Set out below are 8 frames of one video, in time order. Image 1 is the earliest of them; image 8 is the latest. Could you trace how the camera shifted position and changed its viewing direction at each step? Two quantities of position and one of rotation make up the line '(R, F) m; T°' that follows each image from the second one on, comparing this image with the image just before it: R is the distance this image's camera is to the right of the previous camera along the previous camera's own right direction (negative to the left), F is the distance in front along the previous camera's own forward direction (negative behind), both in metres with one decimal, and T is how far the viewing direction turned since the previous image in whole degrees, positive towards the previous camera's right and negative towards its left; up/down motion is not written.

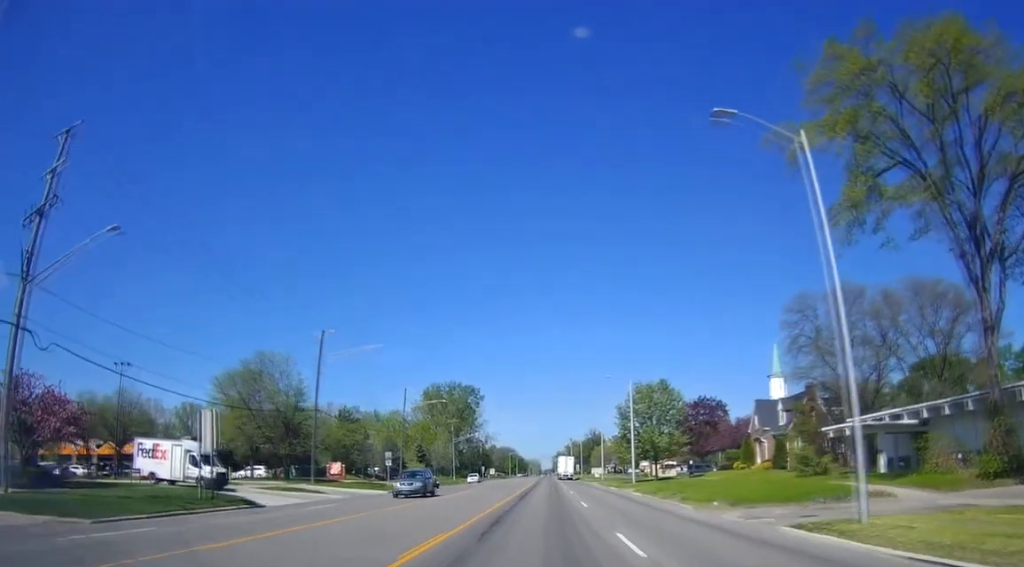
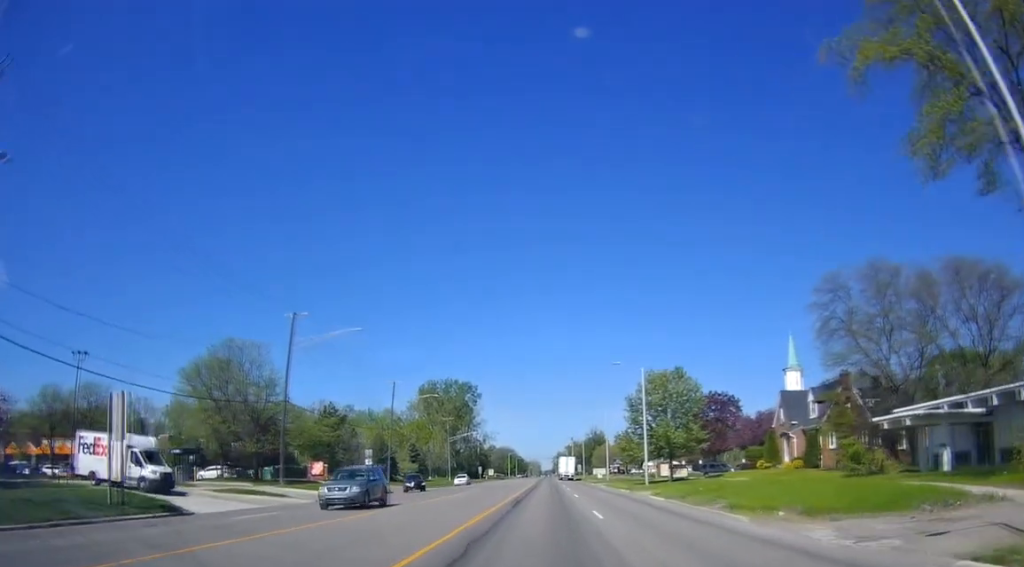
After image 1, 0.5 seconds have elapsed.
(-0.1, +7.8) m; -1°
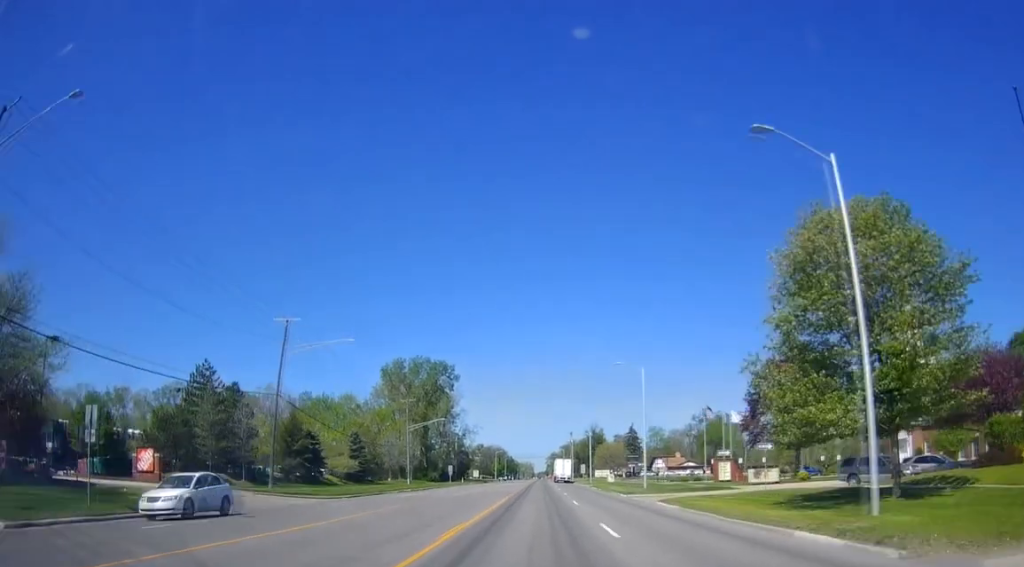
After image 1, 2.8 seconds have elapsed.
(0.0, +37.4) m; 0°
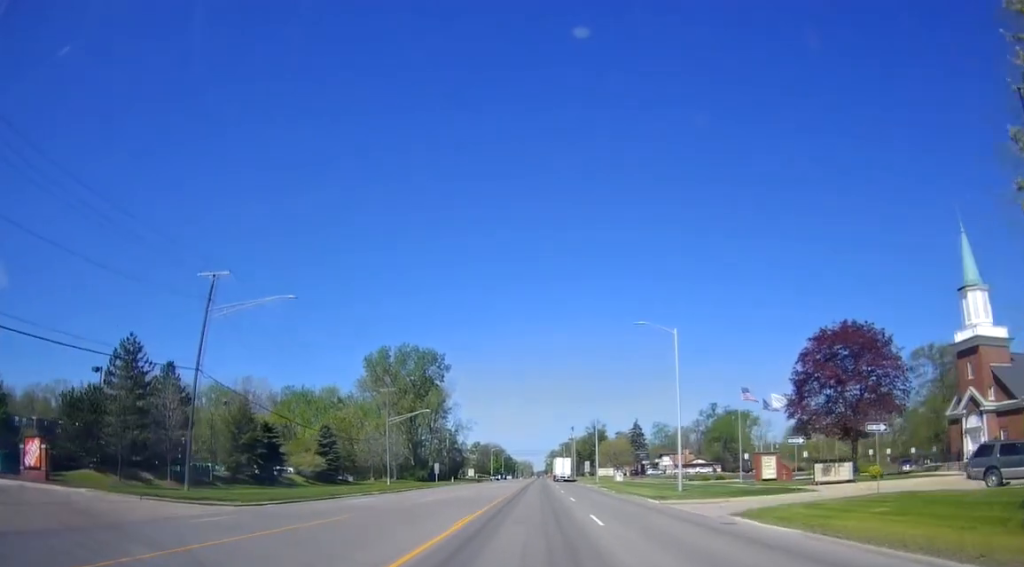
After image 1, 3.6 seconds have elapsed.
(0.0, +13.4) m; 0°
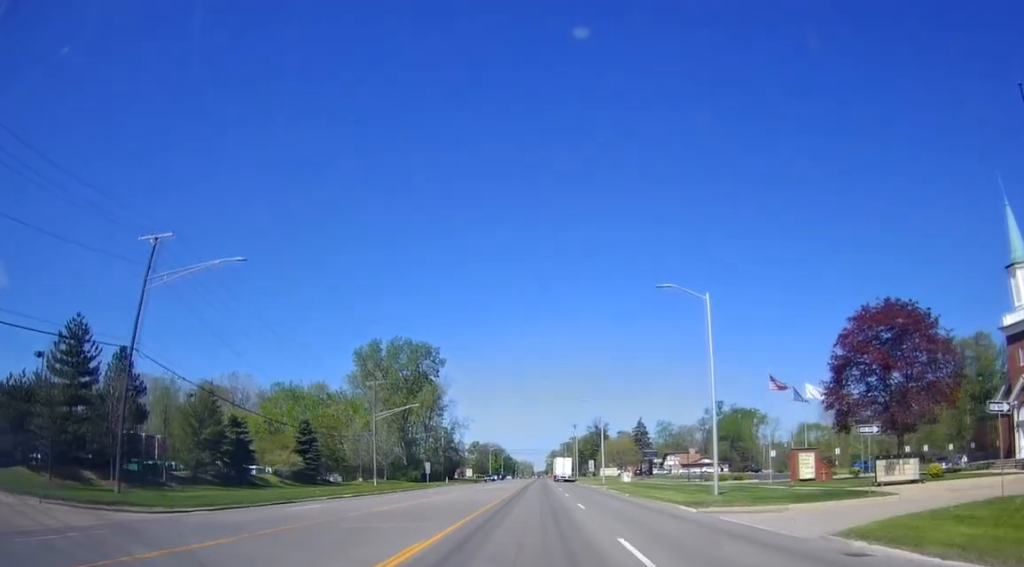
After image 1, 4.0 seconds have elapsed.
(0.0, +7.7) m; 0°
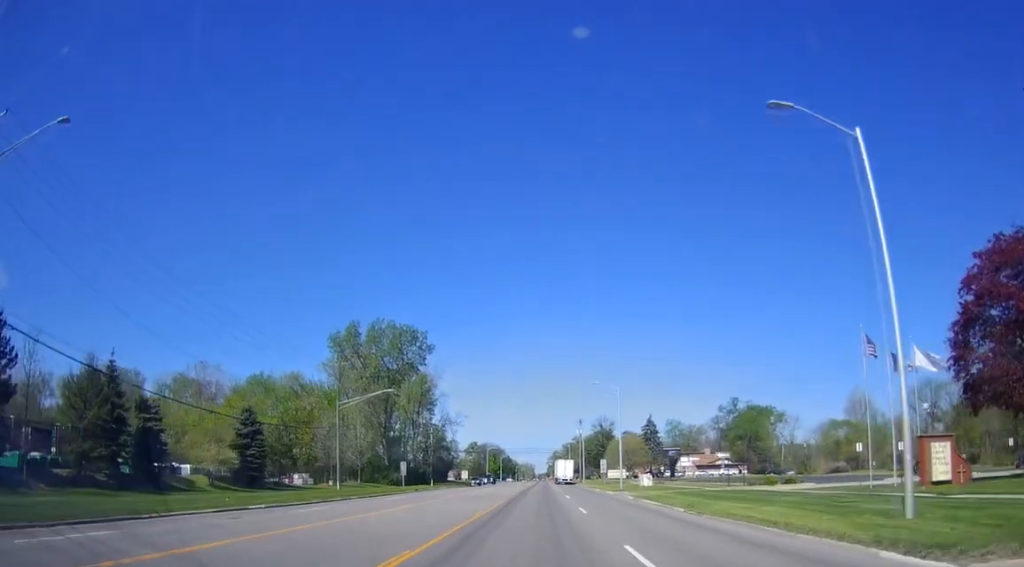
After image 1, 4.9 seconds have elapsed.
(0.0, +16.2) m; -1°
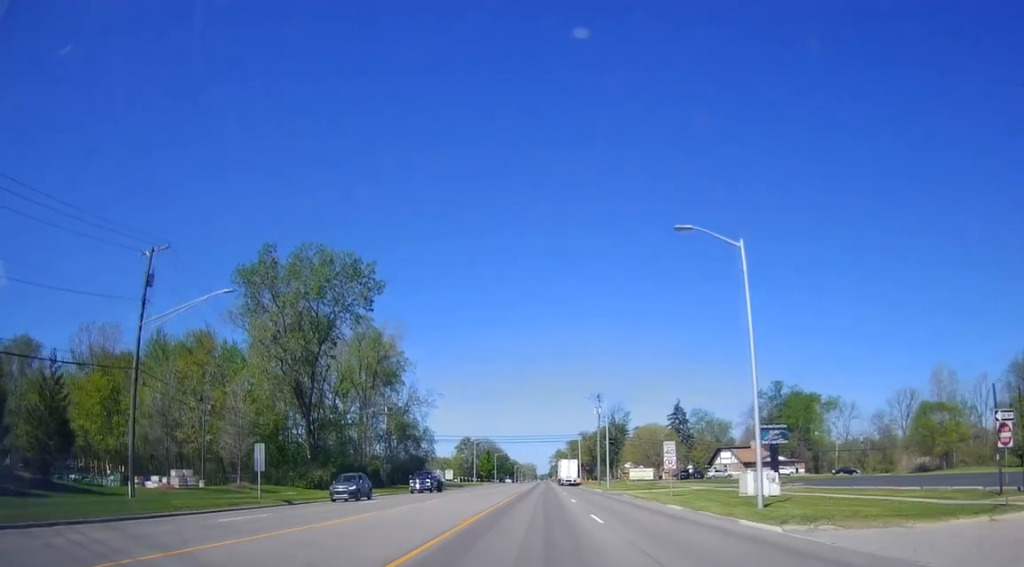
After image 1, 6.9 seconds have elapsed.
(-0.6, +37.0) m; +1°
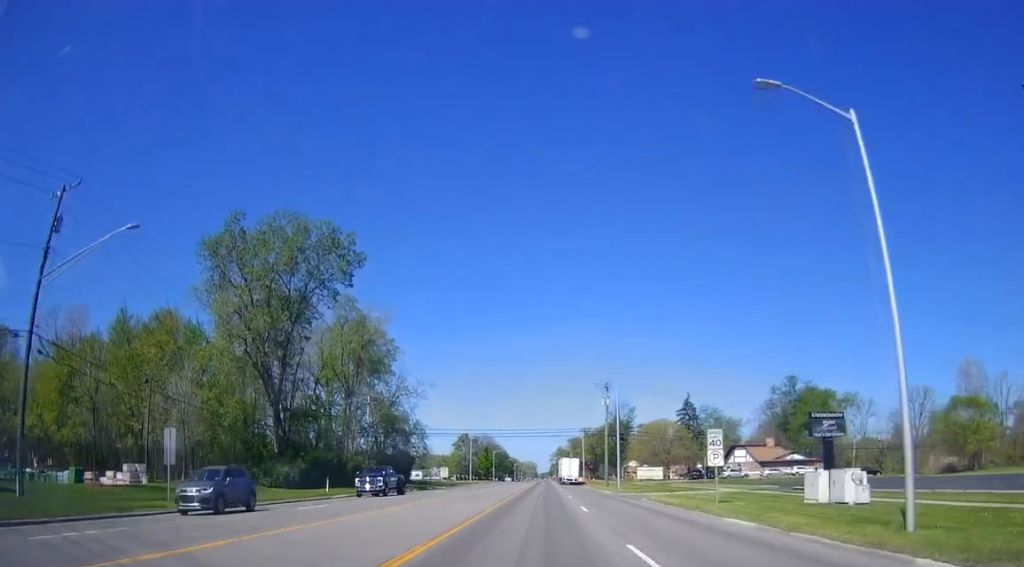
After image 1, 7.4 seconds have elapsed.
(+0.2, +9.3) m; 0°
